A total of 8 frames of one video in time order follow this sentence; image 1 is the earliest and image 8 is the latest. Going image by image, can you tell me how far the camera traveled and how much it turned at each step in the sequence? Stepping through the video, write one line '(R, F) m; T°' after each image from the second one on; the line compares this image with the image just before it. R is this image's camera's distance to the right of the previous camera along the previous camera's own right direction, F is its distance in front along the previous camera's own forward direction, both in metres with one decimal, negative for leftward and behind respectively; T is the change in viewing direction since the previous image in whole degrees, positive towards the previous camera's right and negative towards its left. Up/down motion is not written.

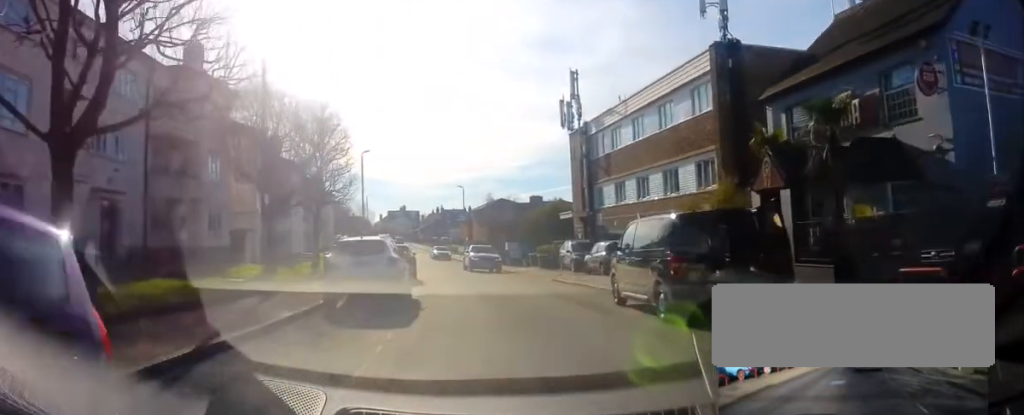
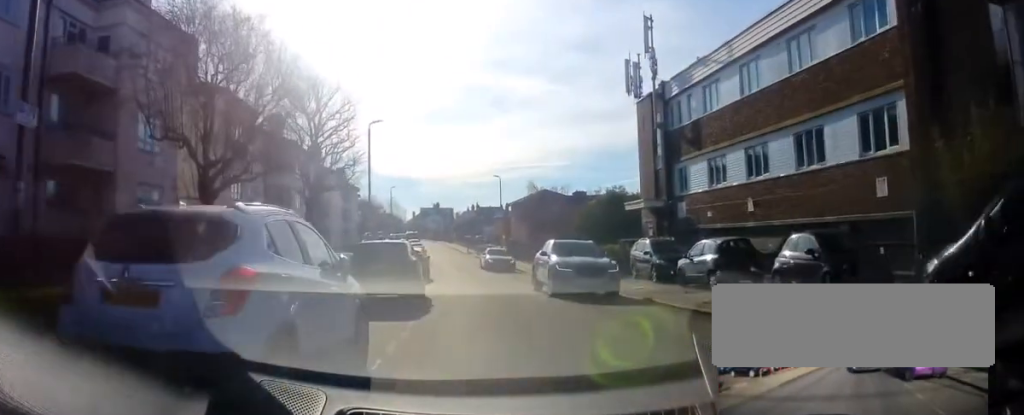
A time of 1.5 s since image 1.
(0.0, +9.9) m; -2°
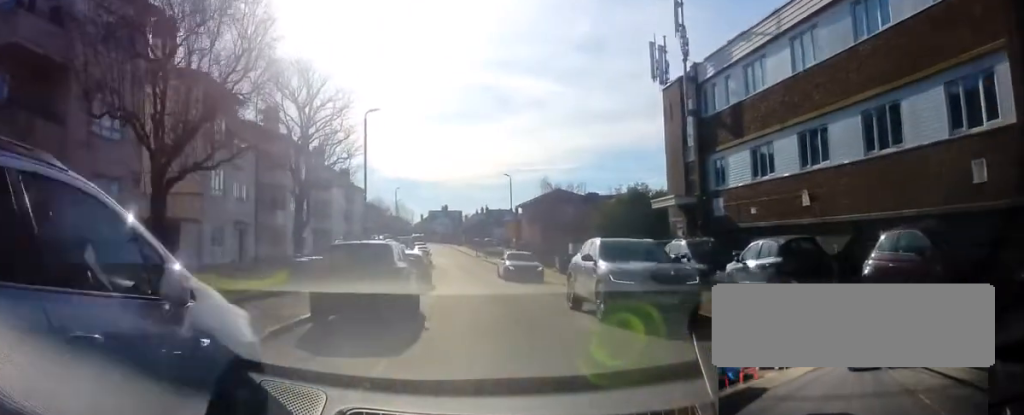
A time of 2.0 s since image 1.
(-0.1, +3.4) m; -1°
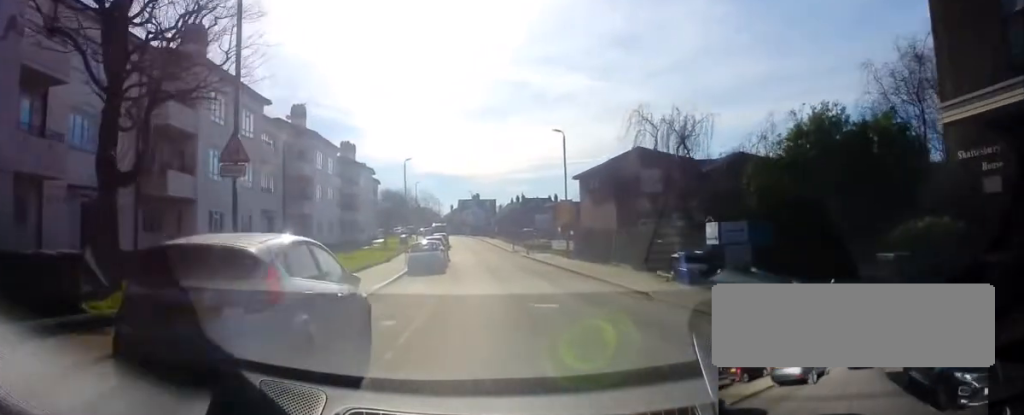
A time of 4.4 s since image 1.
(-0.7, +18.2) m; -4°
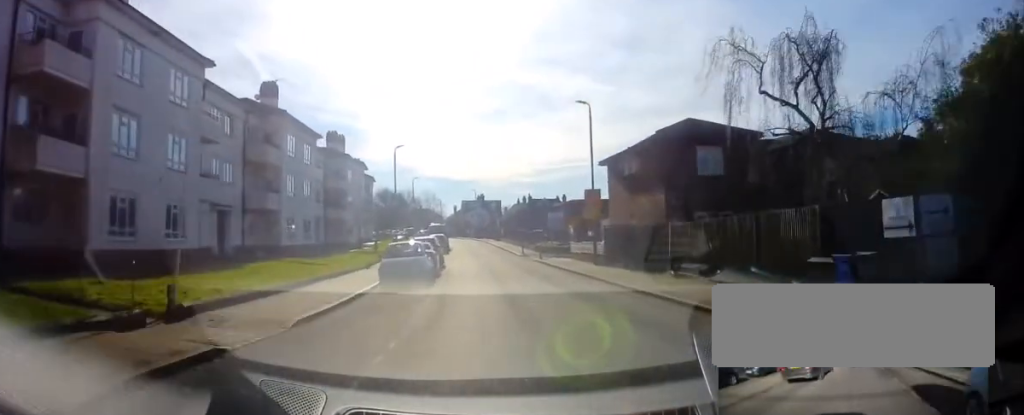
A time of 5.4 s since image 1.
(0.0, +8.3) m; -3°
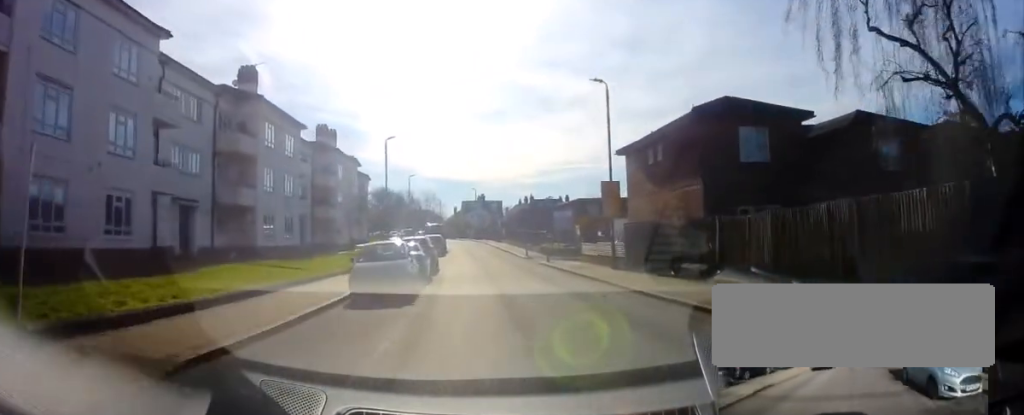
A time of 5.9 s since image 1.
(-0.2, +4.5) m; 0°
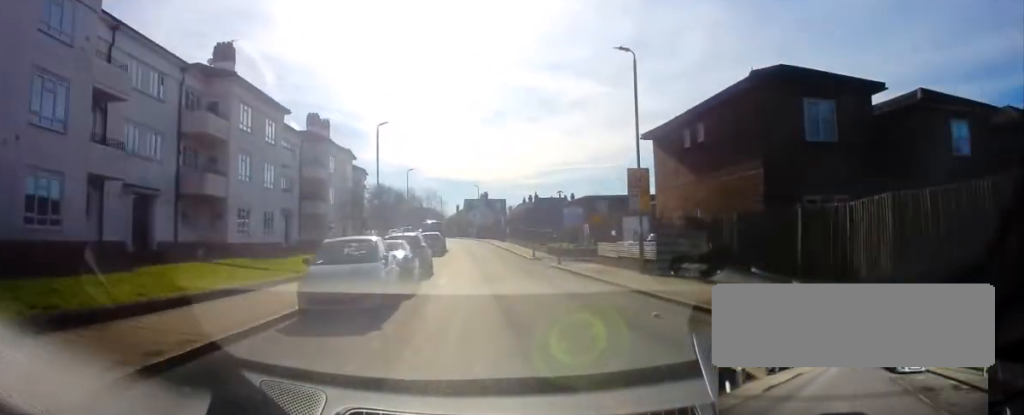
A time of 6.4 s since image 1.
(-0.2, +4.1) m; 0°
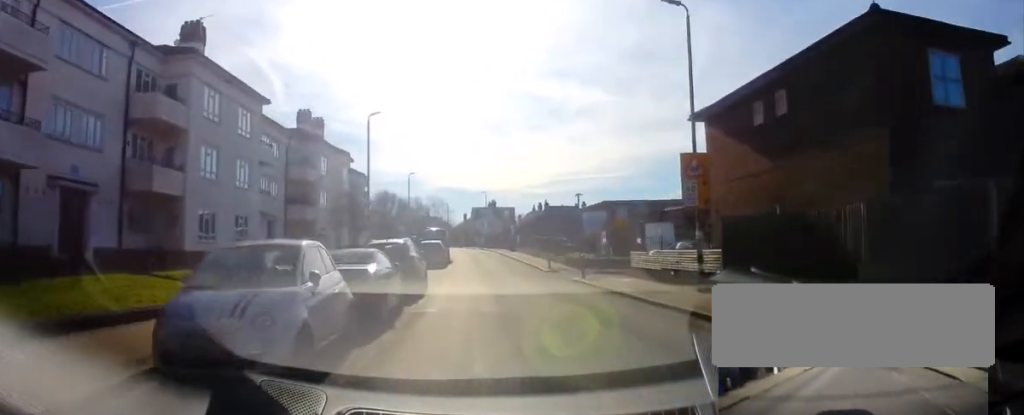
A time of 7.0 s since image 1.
(+0.2, +5.3) m; 0°
